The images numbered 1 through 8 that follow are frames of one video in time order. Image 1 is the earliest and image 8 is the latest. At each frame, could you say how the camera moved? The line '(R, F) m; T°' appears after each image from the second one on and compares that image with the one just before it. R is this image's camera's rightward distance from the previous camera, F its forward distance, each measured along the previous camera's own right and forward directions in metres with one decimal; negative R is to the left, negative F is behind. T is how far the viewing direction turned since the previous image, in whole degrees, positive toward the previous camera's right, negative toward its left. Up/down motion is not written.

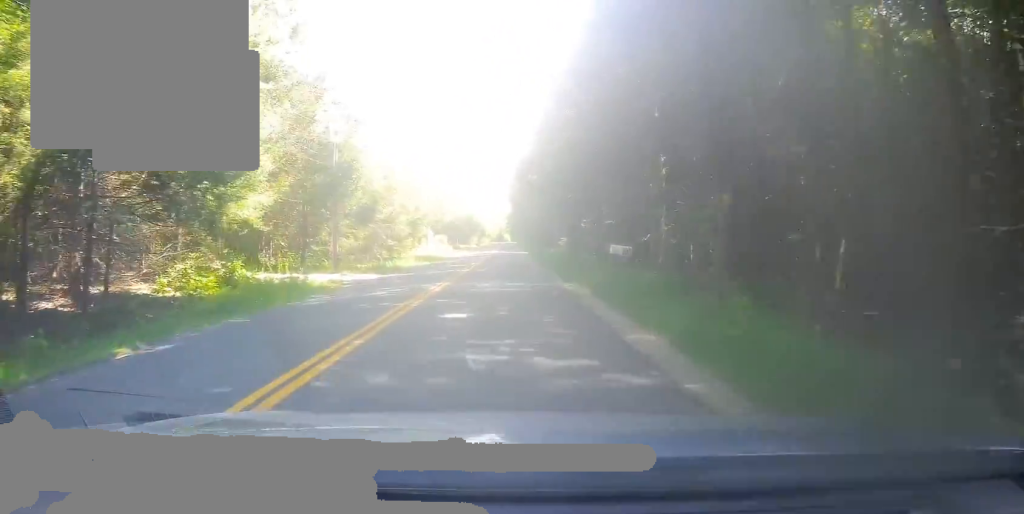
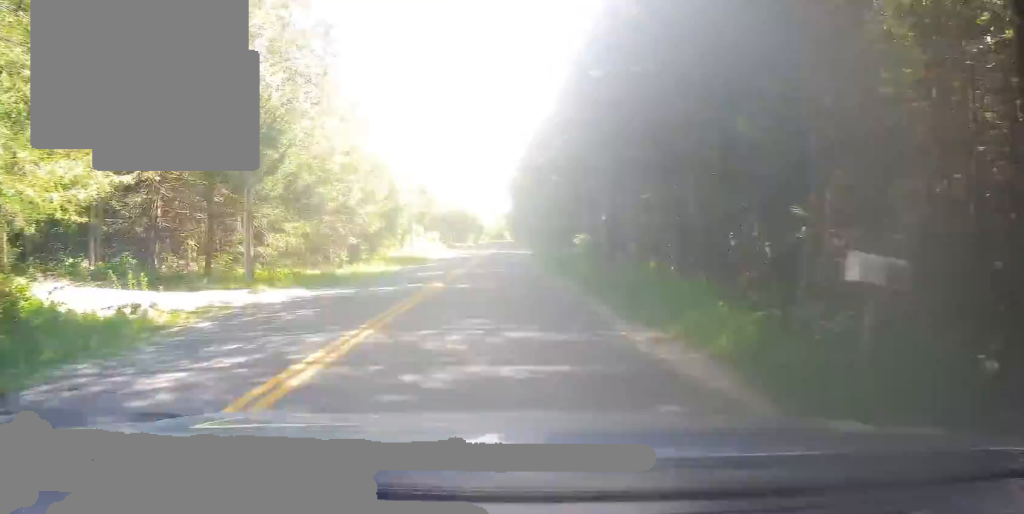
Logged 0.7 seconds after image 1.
(0.0, +11.6) m; 0°
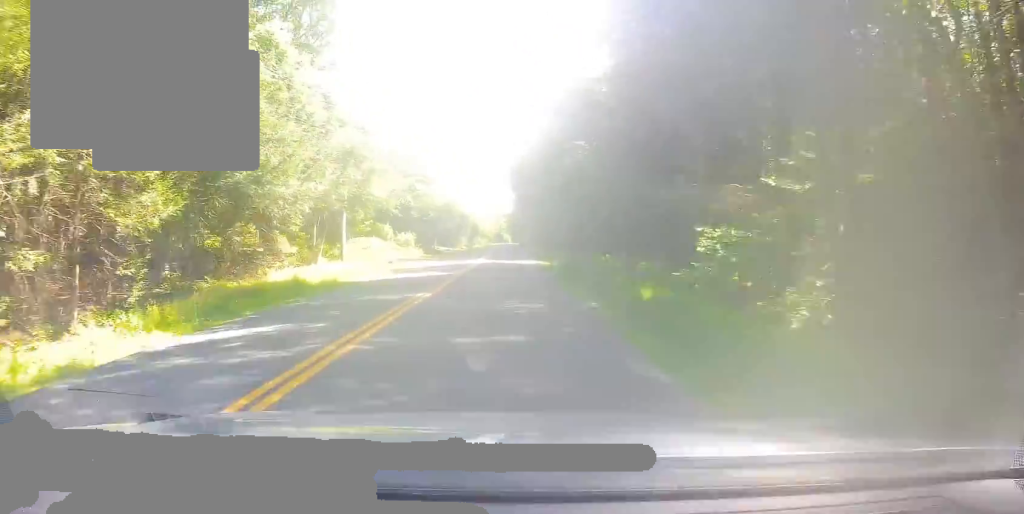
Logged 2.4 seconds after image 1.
(0.0, +26.0) m; 0°
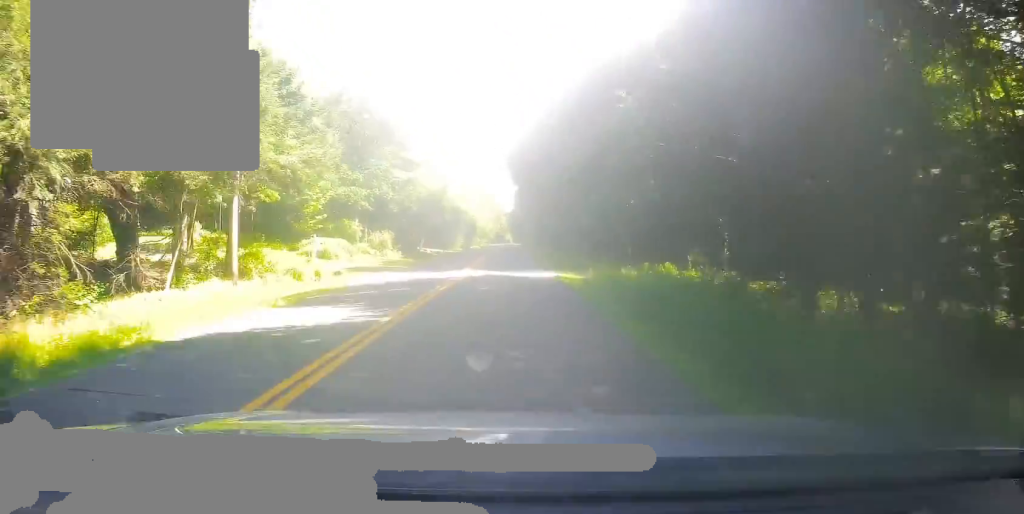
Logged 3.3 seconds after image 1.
(0.0, +15.1) m; 0°
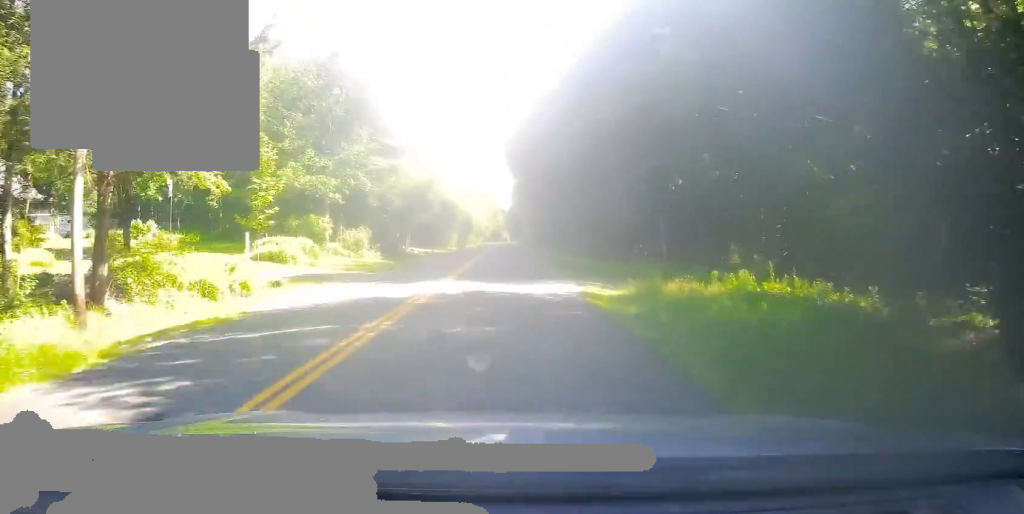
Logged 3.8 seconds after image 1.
(0.0, +8.7) m; 0°
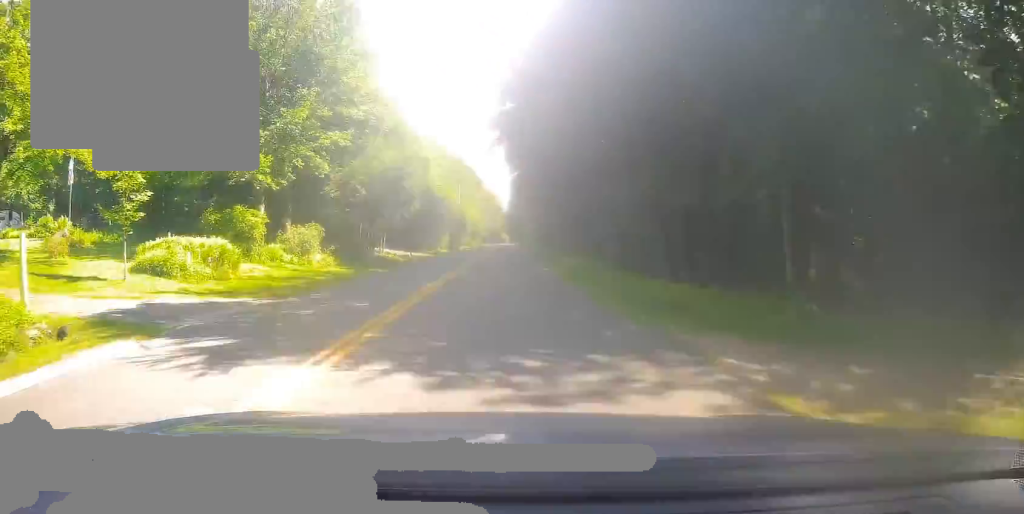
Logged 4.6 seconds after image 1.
(-0.1, +12.4) m; 0°
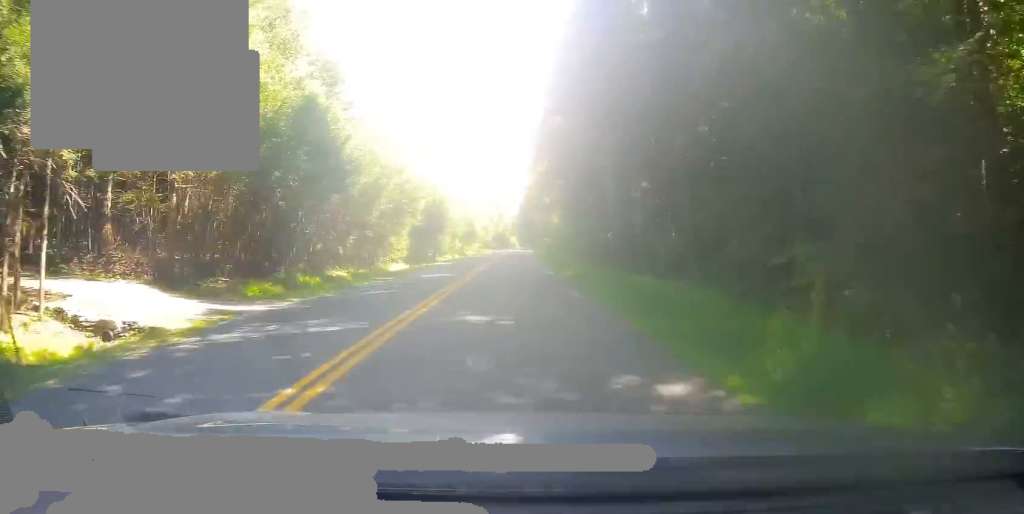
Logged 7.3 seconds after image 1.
(+0.1, +43.4) m; 0°
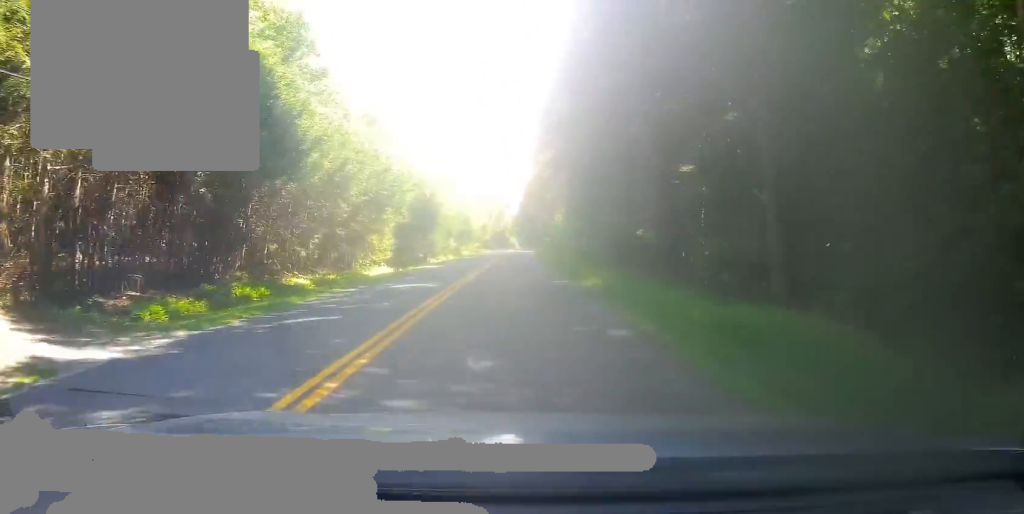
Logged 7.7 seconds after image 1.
(0.0, +6.4) m; 0°
